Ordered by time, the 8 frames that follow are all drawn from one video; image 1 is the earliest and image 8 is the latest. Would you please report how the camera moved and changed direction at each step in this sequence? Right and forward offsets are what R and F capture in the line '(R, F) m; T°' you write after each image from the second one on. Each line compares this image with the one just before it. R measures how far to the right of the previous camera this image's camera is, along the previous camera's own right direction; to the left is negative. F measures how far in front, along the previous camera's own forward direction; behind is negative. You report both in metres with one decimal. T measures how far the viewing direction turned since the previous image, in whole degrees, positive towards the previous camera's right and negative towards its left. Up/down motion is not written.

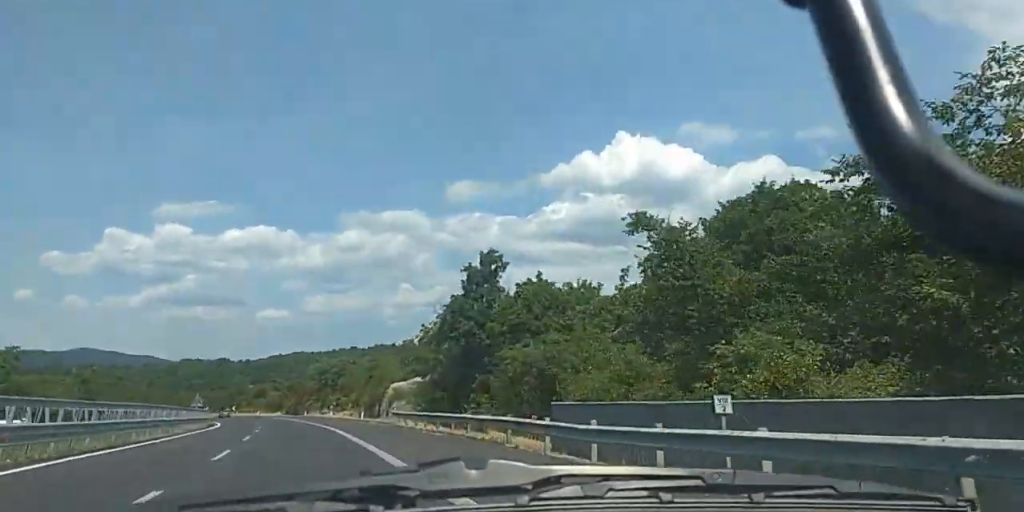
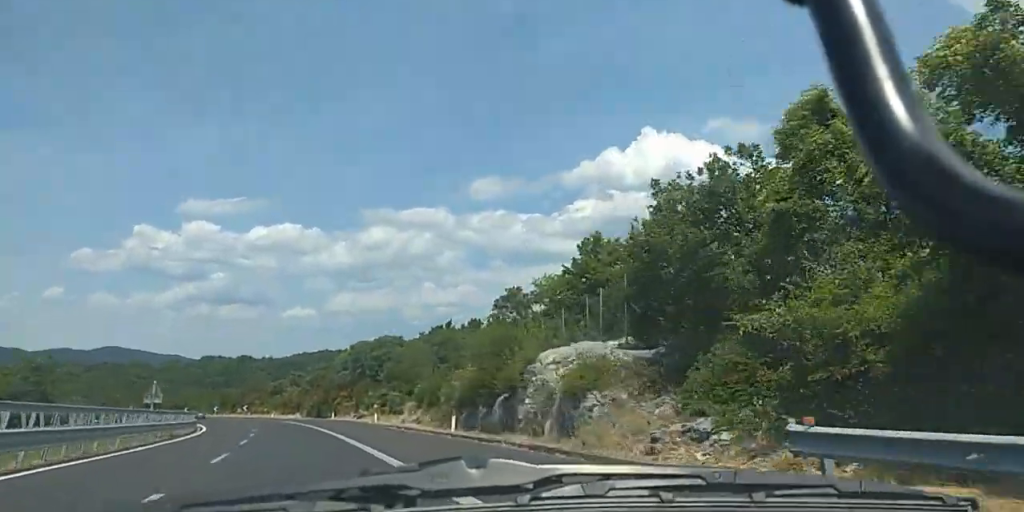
(-0.7, +36.5) m; -6°
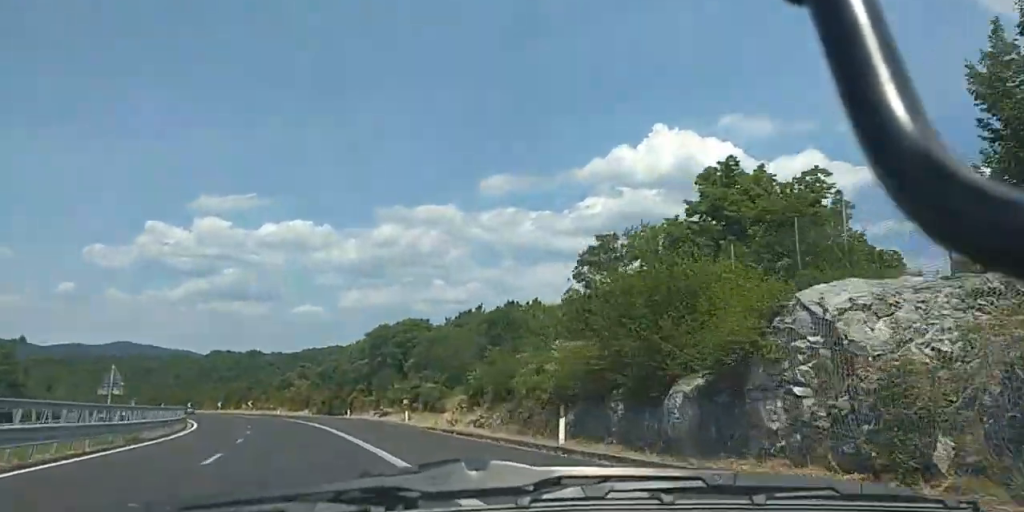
(-0.7, +14.0) m; -3°
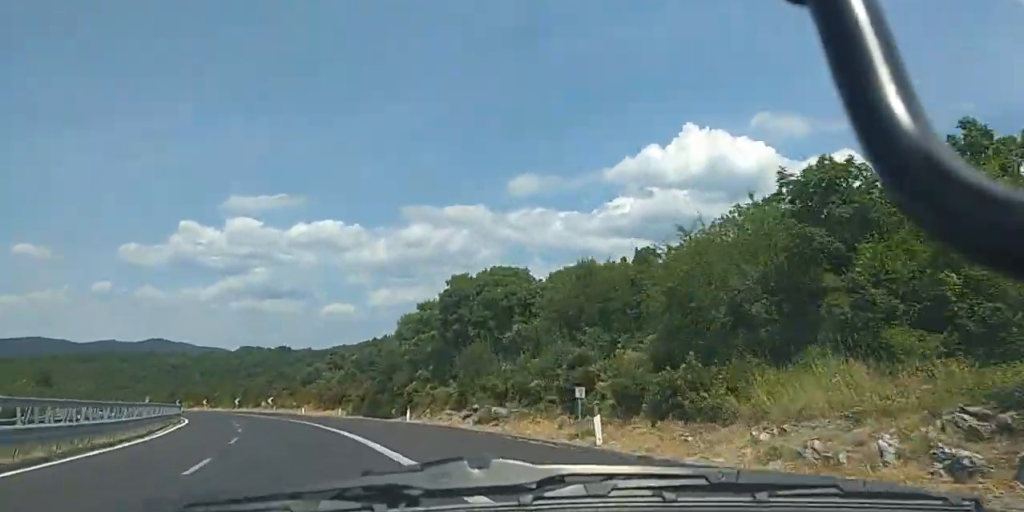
(-1.5, +27.5) m; -4°
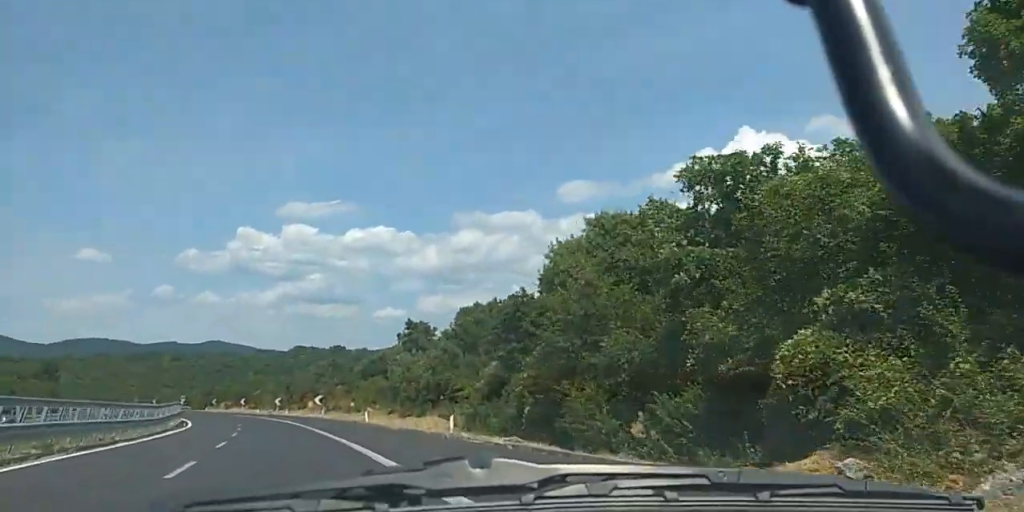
(-0.3, +39.4) m; -3°
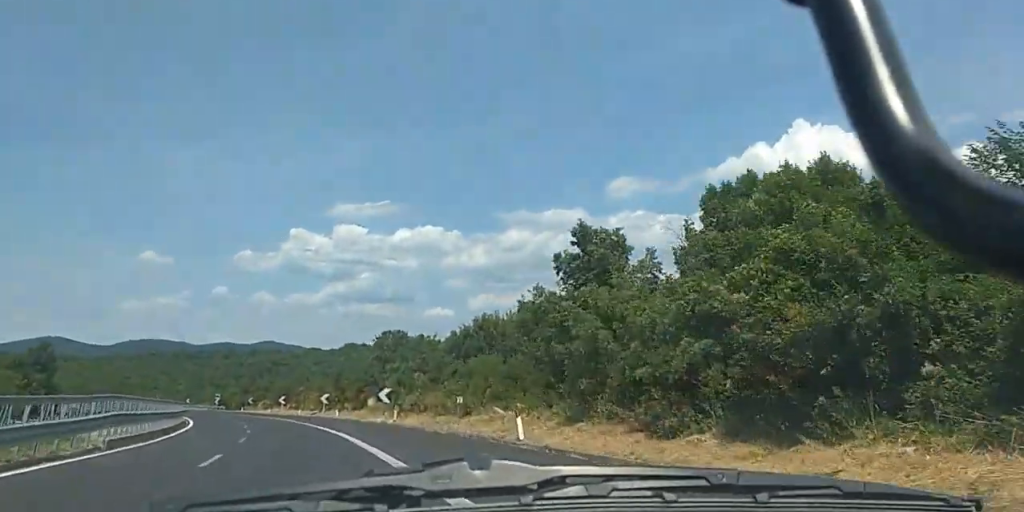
(-1.7, +34.5) m; -5°
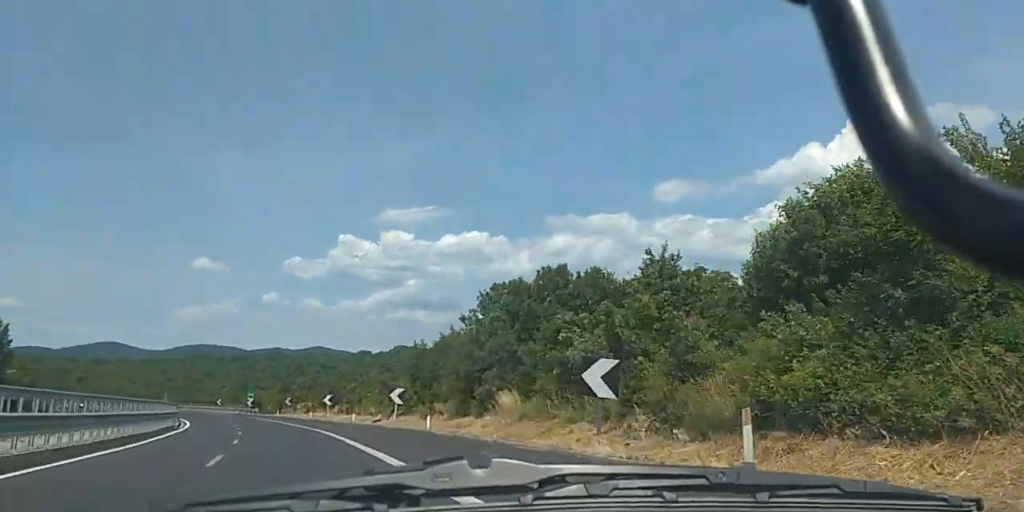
(-1.1, +39.2) m; -1°
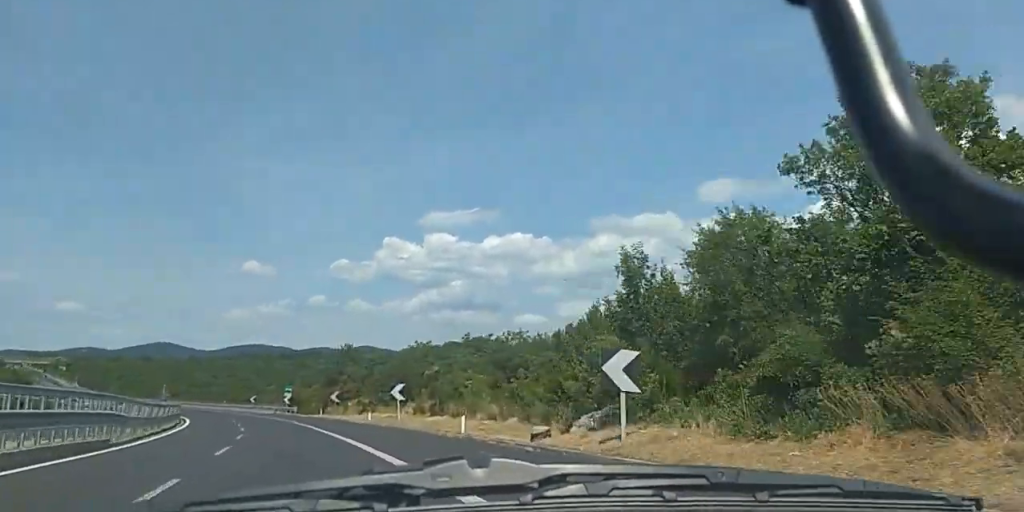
(+0.1, +32.1) m; -2°
